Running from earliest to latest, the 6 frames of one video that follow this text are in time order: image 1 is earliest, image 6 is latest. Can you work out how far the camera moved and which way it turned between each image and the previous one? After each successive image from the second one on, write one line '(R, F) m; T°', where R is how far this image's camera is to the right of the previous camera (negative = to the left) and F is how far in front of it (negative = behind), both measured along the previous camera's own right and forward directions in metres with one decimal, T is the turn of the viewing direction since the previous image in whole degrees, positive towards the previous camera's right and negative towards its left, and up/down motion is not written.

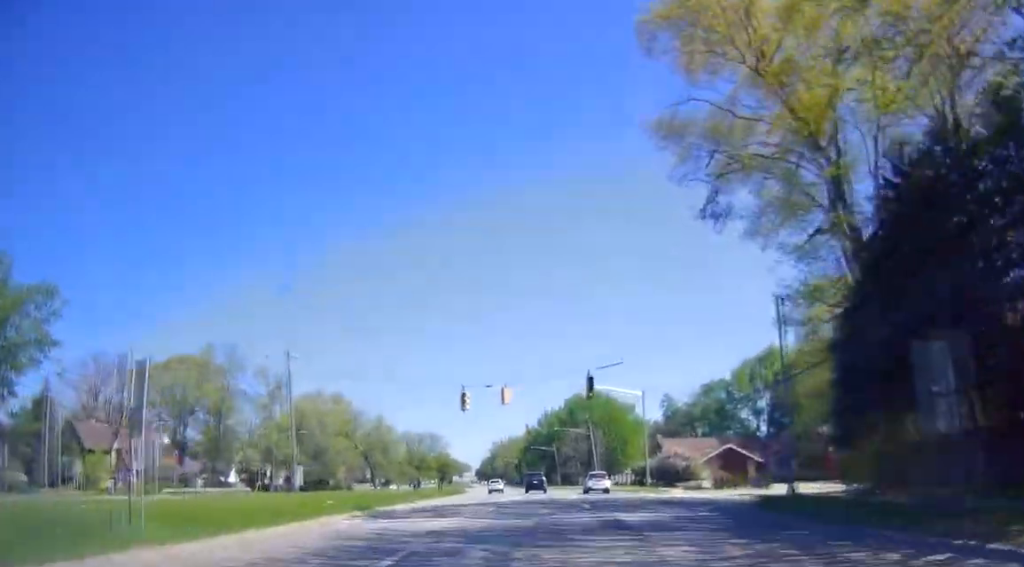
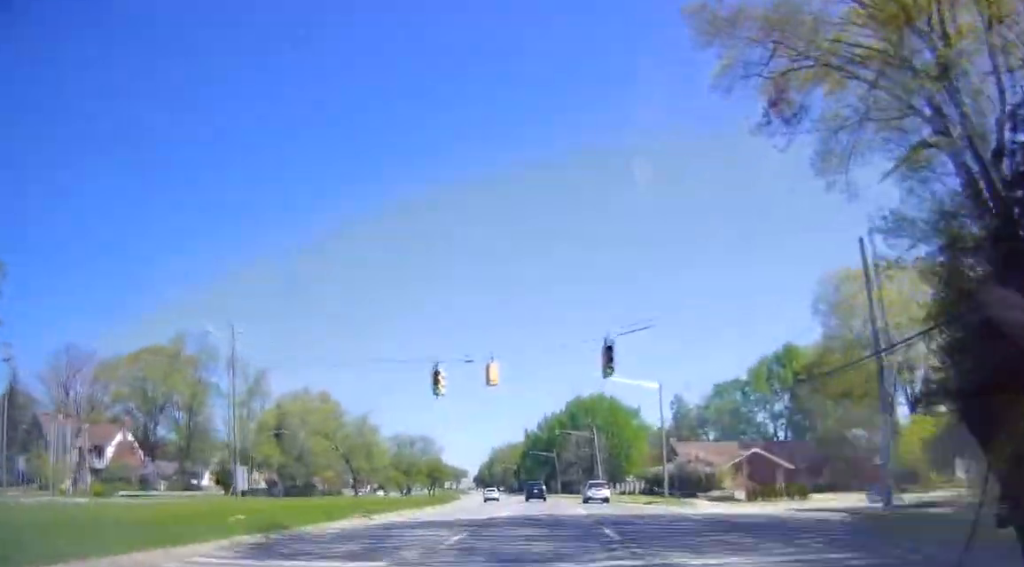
(0.0, +9.4) m; 0°
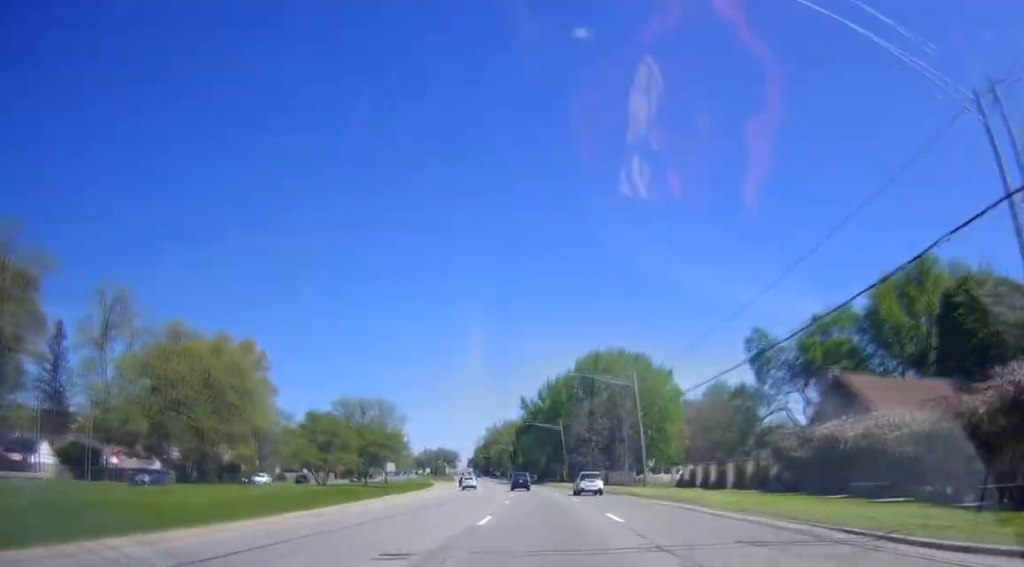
(-0.6, +42.1) m; -1°
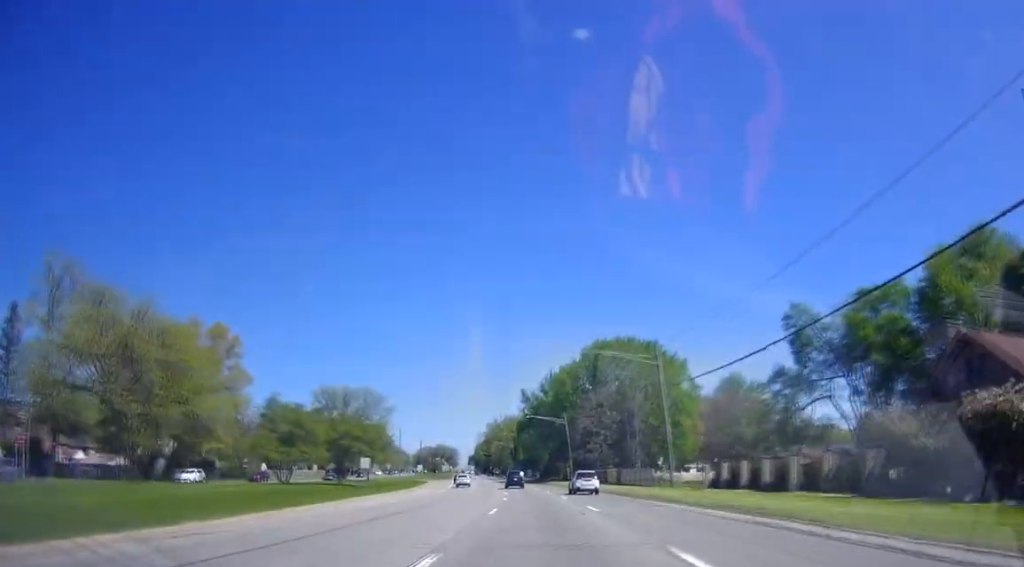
(0.0, +10.9) m; 0°
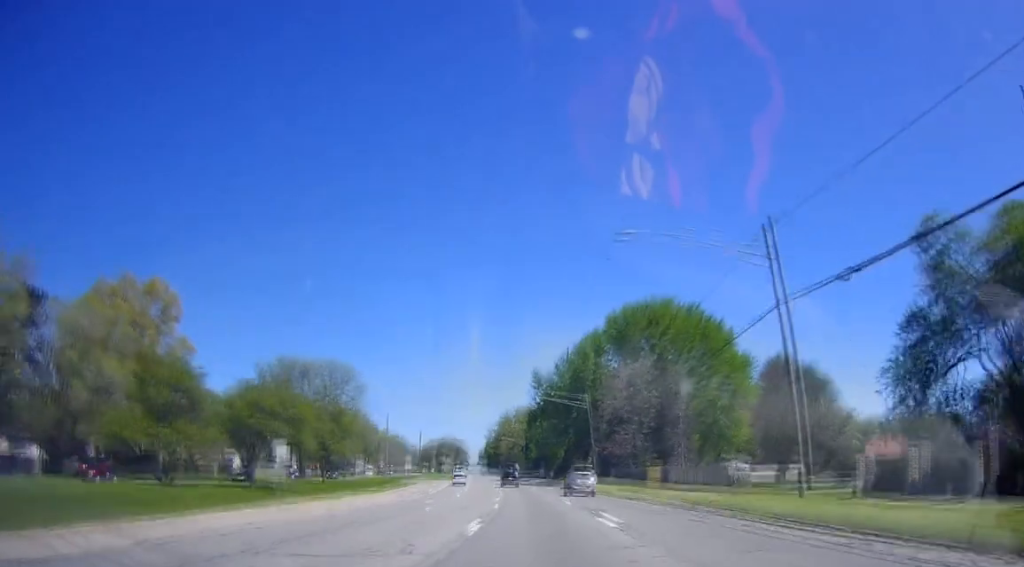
(0.0, +22.0) m; -1°
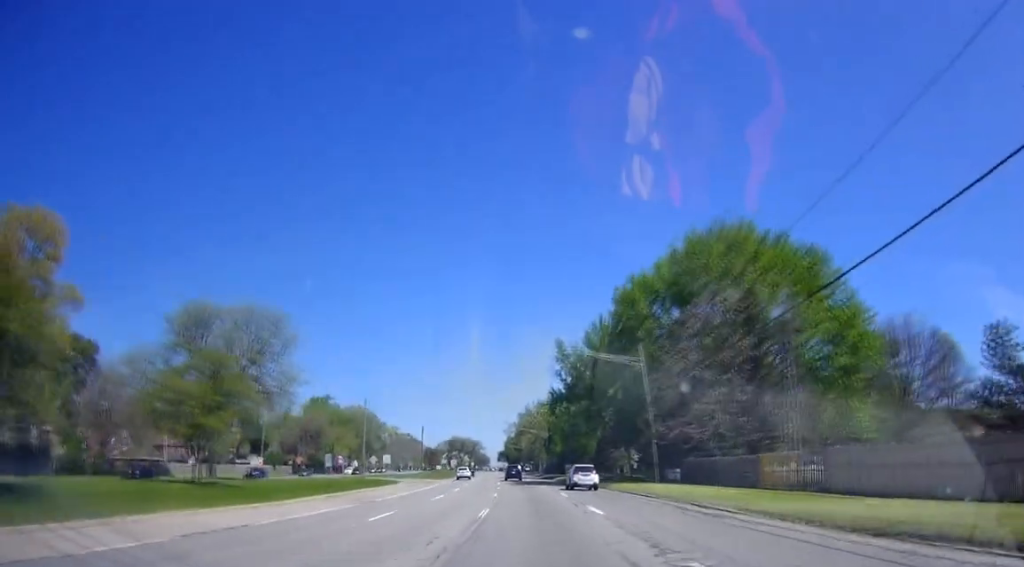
(-0.5, +27.7) m; -1°
